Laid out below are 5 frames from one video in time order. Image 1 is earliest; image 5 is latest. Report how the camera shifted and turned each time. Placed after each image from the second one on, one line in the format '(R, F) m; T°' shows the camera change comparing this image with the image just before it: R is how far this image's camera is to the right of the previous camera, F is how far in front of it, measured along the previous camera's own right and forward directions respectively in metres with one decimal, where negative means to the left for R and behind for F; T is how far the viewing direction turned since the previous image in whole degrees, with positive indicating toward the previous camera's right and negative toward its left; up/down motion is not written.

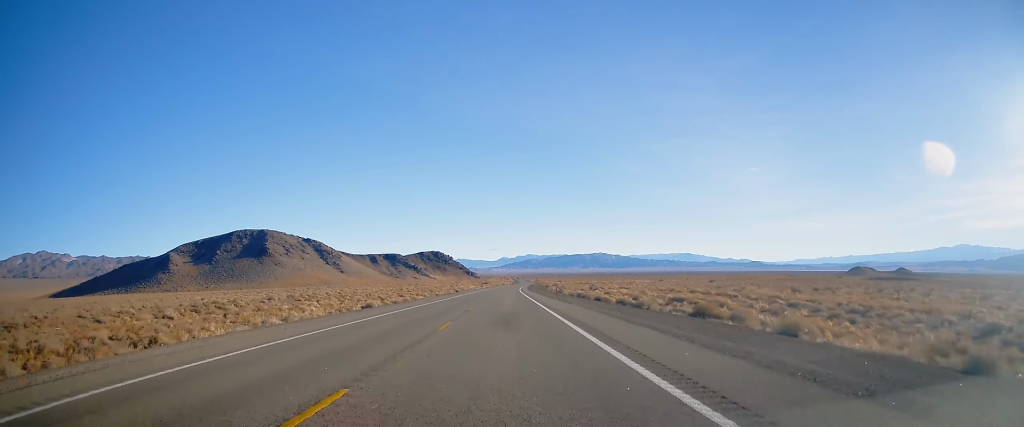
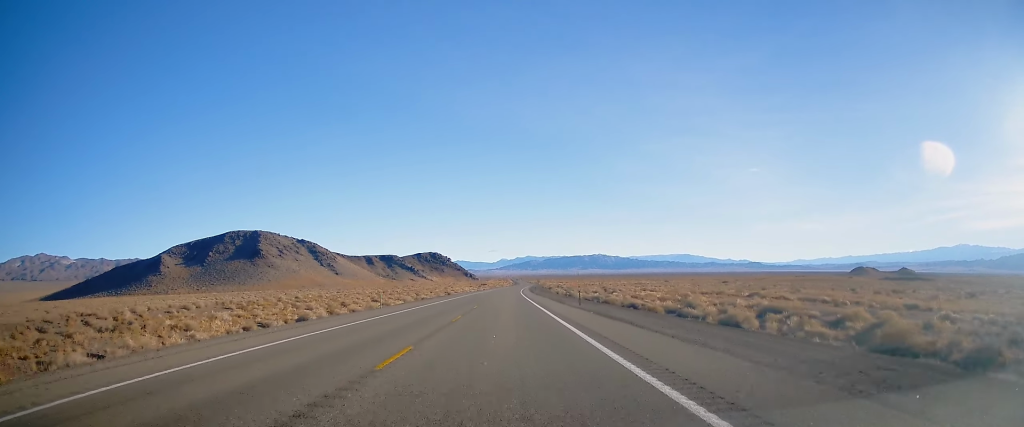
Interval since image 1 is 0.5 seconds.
(-0.2, +19.0) m; 0°
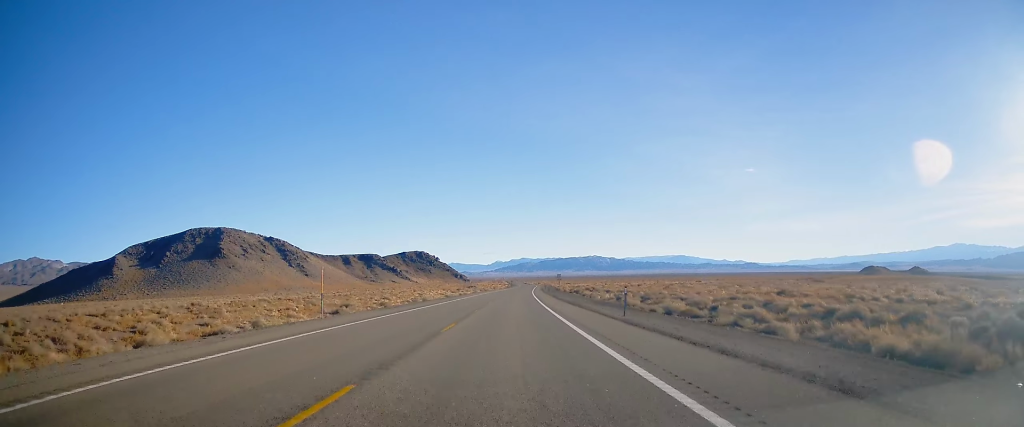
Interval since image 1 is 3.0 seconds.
(+1.1, +89.8) m; +1°
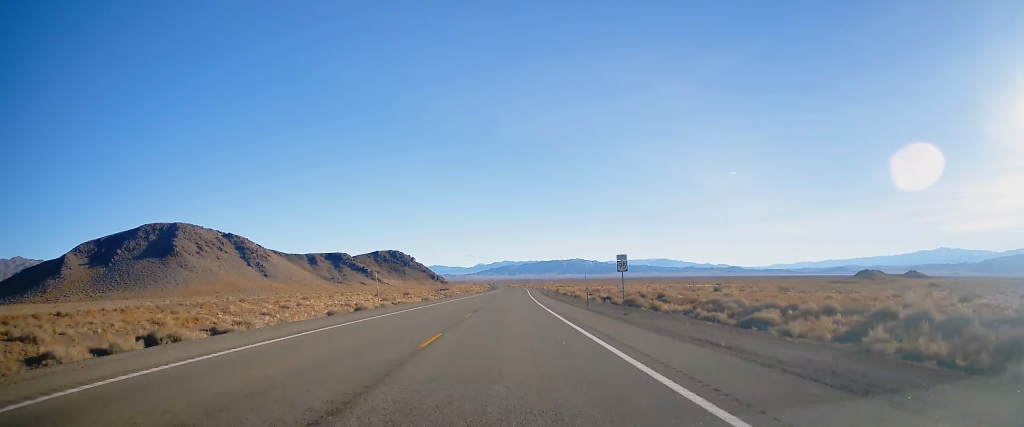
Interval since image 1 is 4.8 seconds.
(+0.5, +64.8) m; +1°
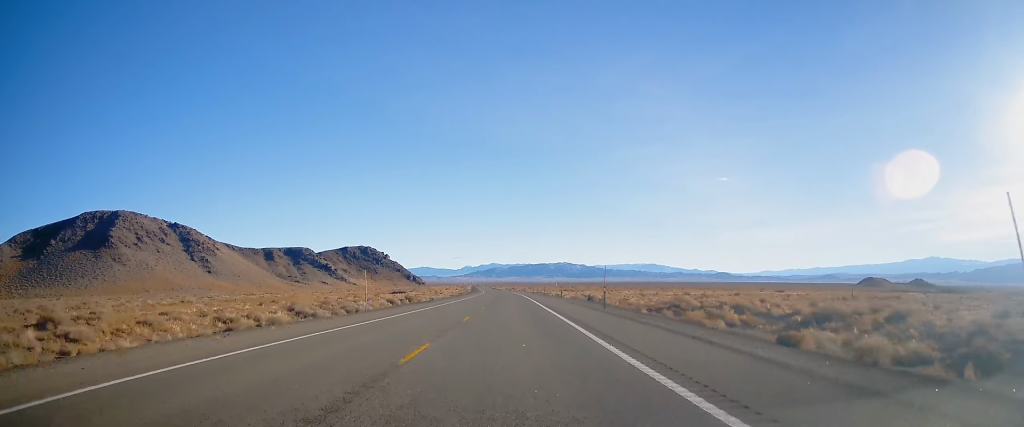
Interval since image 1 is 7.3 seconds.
(+2.2, +87.0) m; +2°
